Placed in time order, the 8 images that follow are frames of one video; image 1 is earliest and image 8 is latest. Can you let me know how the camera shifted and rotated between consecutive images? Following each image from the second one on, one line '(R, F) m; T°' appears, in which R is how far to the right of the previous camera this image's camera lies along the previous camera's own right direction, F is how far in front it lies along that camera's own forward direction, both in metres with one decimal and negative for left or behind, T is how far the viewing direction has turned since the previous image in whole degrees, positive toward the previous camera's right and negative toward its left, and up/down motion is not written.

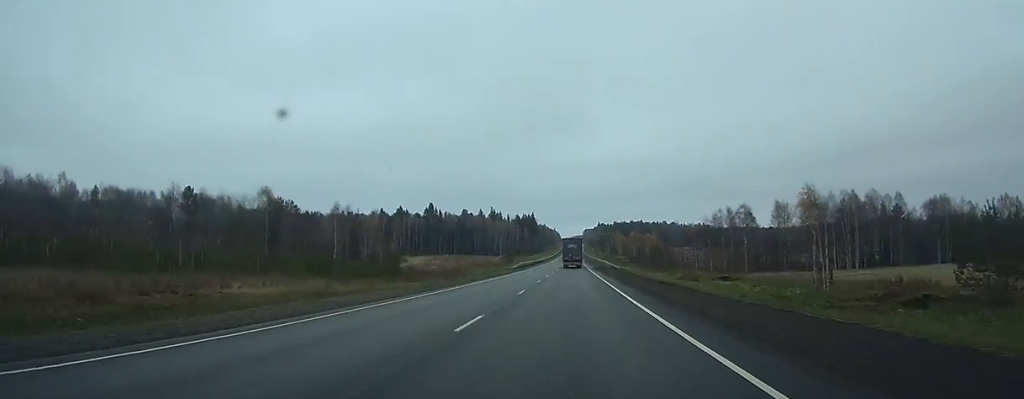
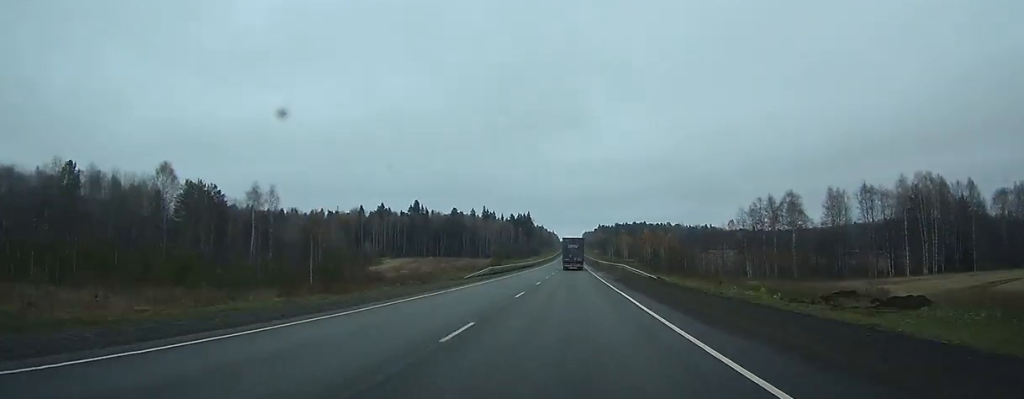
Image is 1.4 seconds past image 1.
(0.0, +35.6) m; 0°
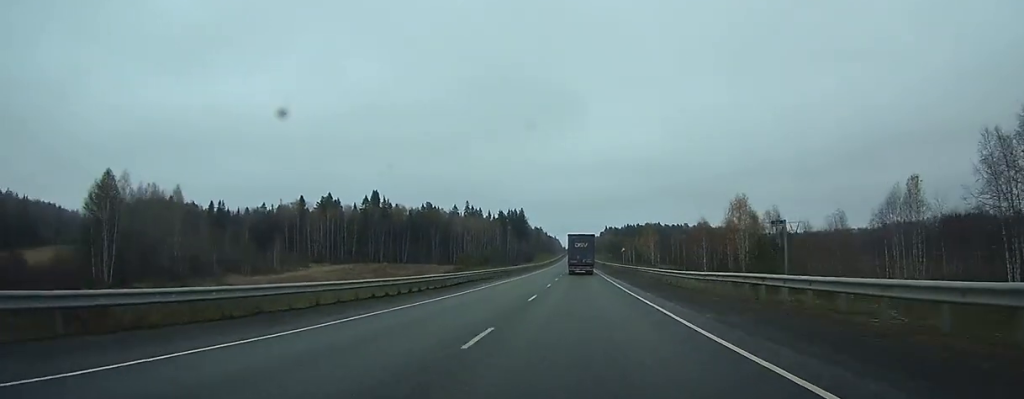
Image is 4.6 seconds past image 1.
(+0.1, +86.6) m; 0°
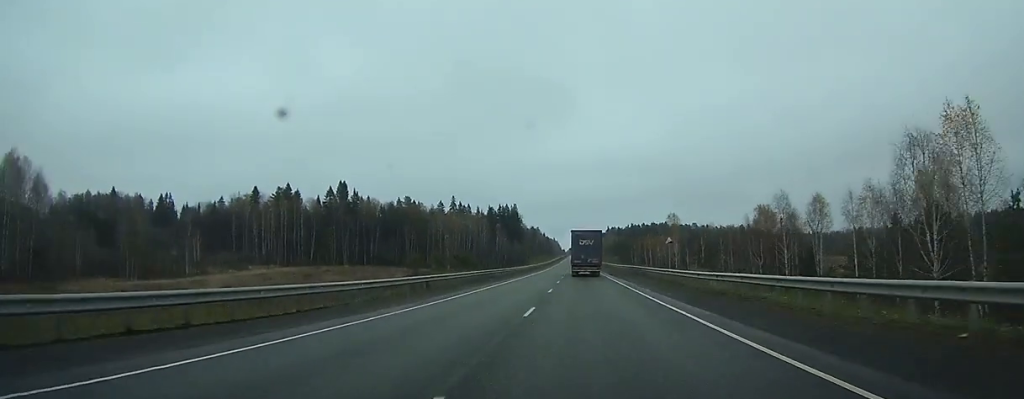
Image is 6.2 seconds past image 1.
(-0.2, +44.0) m; 0°
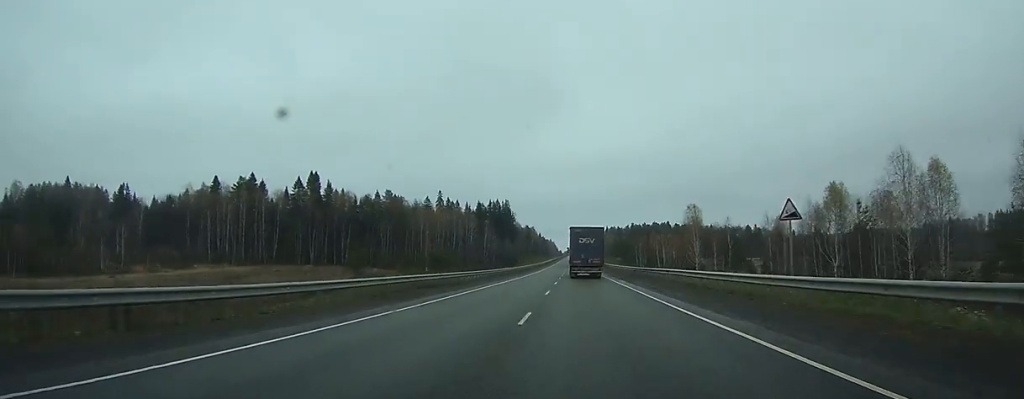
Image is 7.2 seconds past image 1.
(+0.1, +26.5) m; 0°
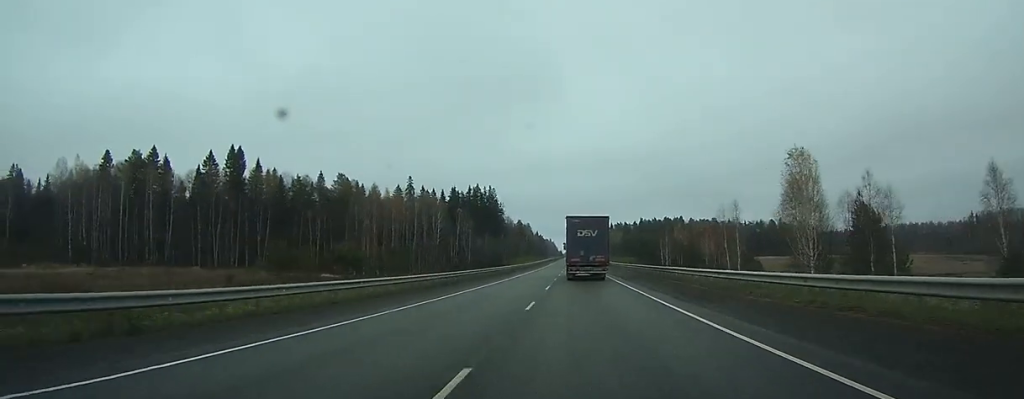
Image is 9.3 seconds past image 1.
(+0.1, +55.0) m; 0°
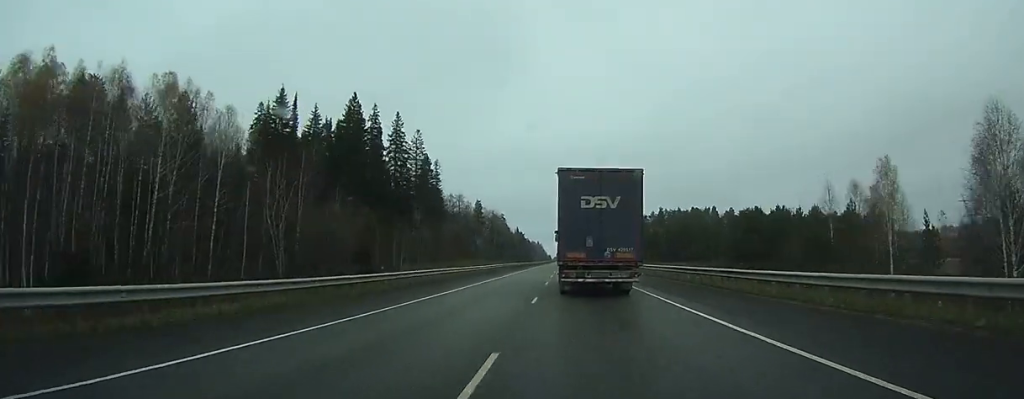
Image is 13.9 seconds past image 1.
(0.0, +116.7) m; +1°
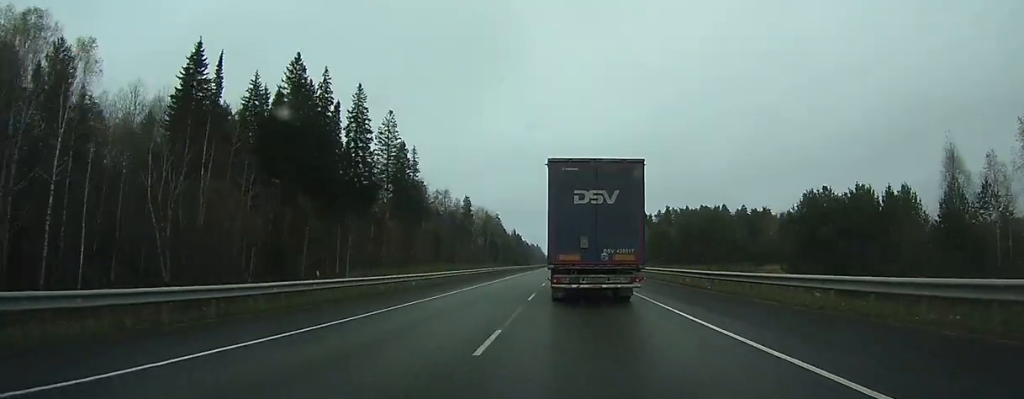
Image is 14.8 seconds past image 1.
(+0.1, +22.0) m; 0°
